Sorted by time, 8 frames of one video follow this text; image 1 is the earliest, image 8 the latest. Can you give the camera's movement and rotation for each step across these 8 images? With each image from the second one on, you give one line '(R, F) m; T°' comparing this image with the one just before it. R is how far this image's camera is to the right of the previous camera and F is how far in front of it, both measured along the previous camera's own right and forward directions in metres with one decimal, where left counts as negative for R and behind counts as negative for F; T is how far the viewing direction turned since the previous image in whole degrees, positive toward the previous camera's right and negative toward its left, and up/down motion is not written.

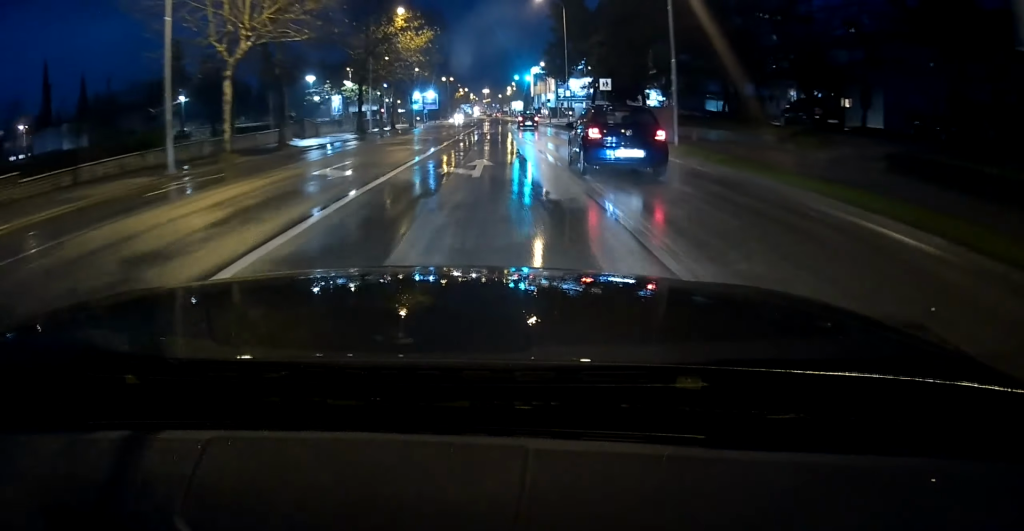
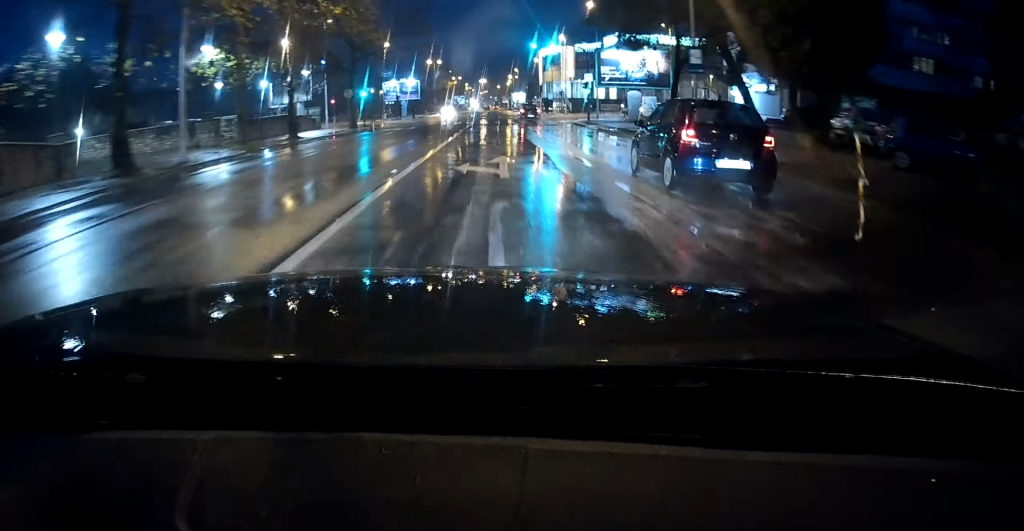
(+0.2, +32.4) m; +1°
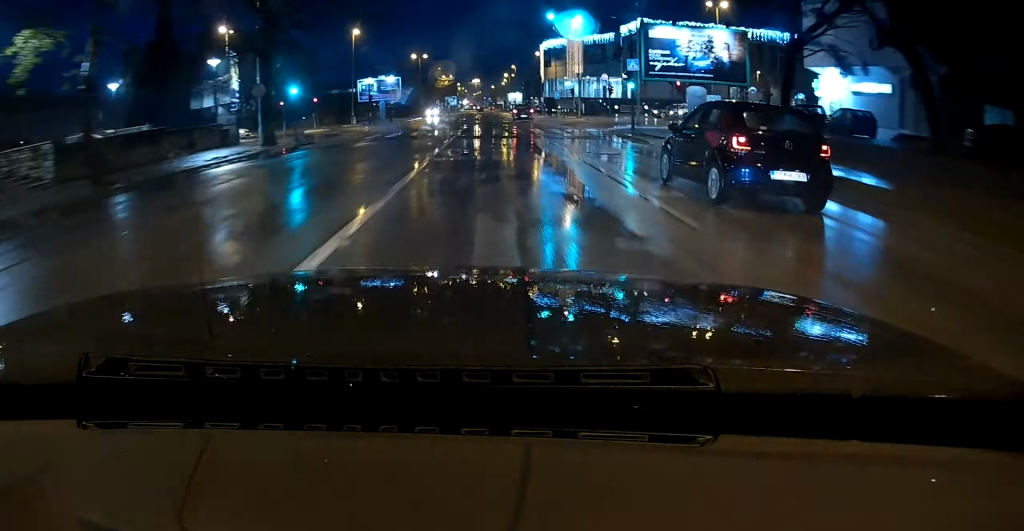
(+0.1, +16.2) m; +1°
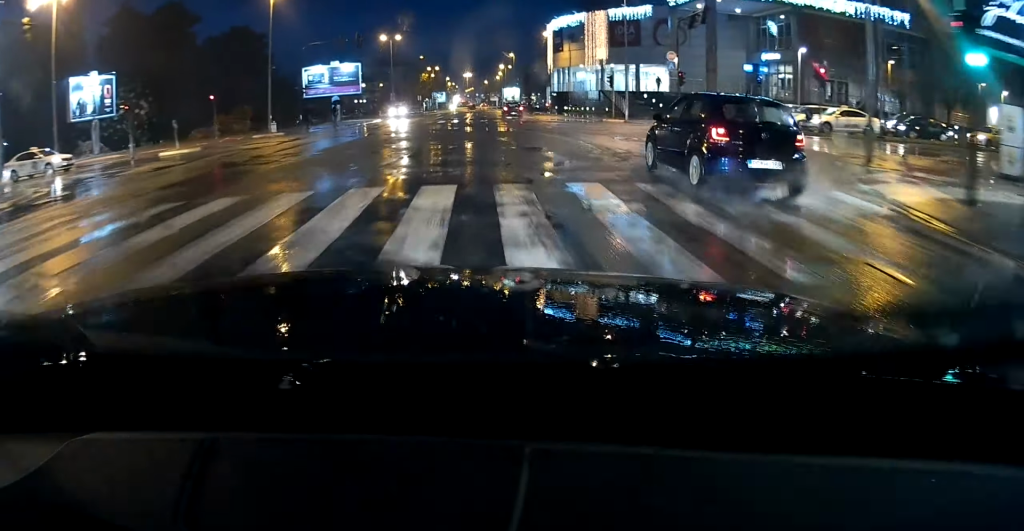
(+0.1, +24.5) m; -3°
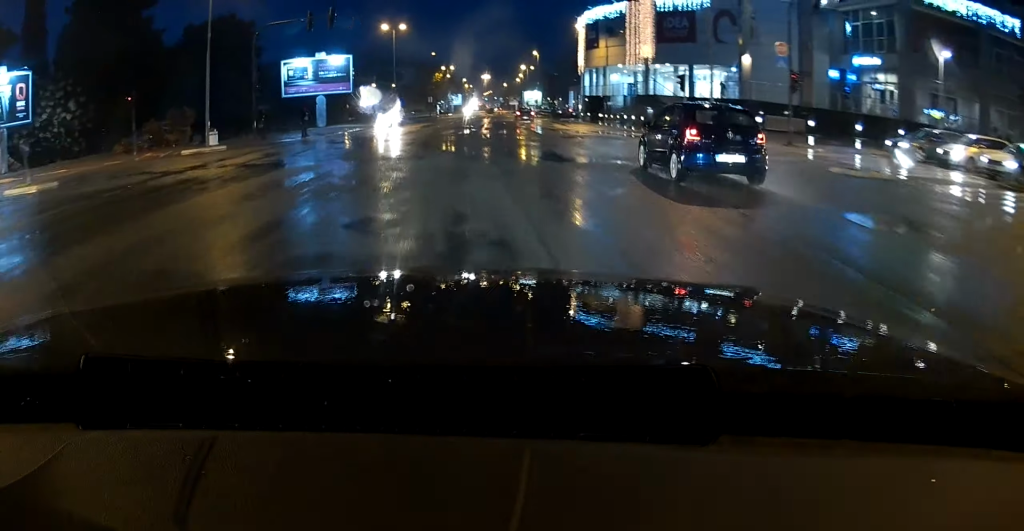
(+0.5, +13.4) m; -8°
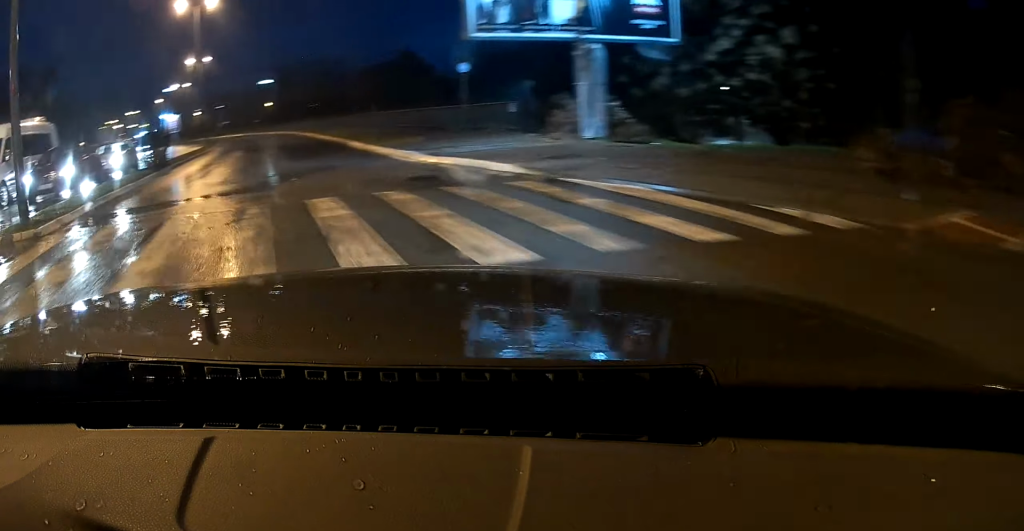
(-15.9, +23.4) m; -65°
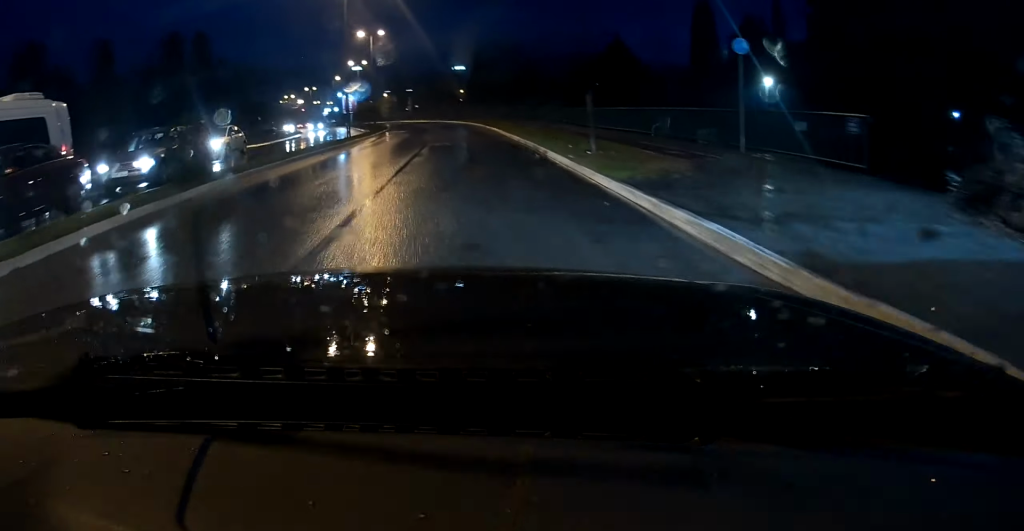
(-2.8, +13.1) m; -14°
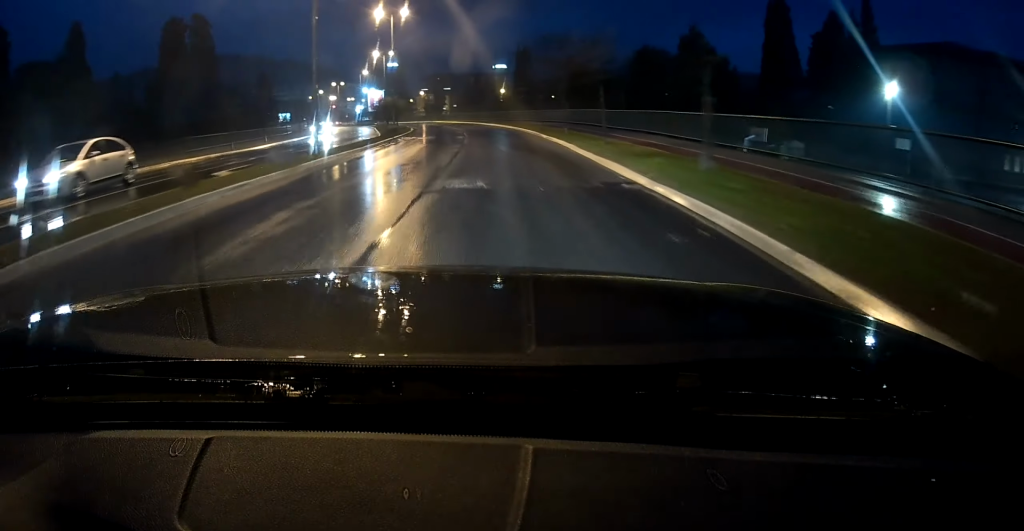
(-0.7, +14.9) m; -3°
